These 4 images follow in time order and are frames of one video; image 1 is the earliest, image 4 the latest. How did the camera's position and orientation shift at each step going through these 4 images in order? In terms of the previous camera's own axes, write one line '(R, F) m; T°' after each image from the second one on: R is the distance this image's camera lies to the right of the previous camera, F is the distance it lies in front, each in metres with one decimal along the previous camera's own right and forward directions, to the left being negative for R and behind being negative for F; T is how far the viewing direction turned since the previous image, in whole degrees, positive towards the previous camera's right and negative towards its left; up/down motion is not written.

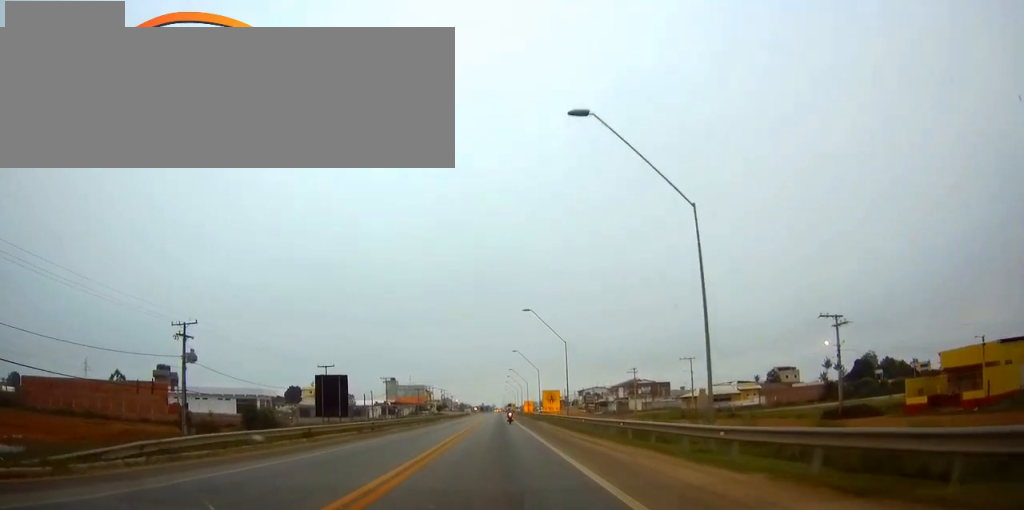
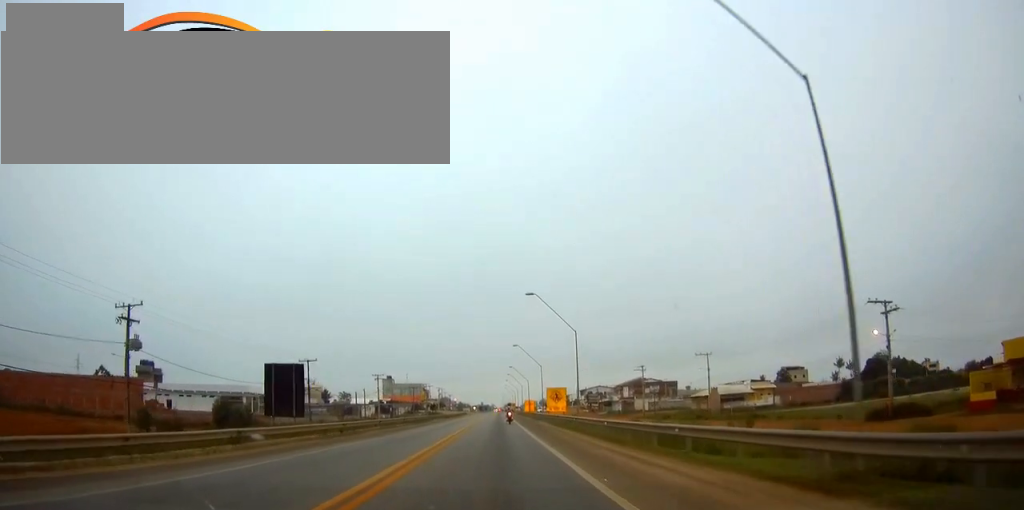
(0.0, +9.0) m; 0°
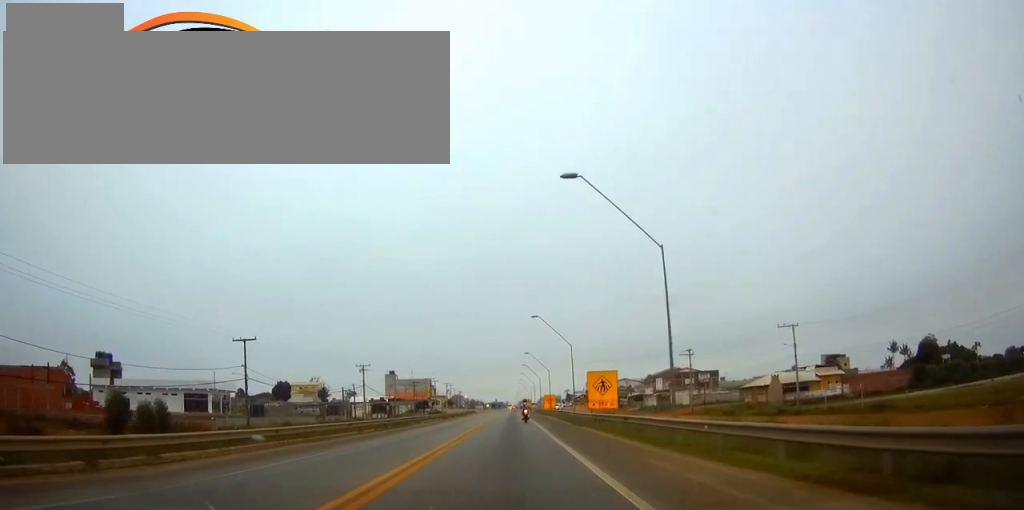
(-0.3, +25.9) m; -1°
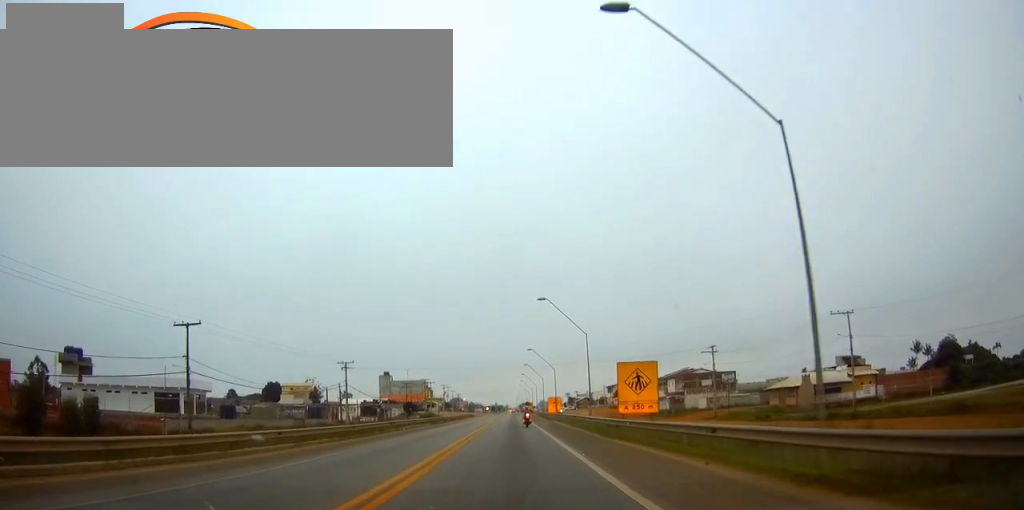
(0.0, +12.4) m; 0°
